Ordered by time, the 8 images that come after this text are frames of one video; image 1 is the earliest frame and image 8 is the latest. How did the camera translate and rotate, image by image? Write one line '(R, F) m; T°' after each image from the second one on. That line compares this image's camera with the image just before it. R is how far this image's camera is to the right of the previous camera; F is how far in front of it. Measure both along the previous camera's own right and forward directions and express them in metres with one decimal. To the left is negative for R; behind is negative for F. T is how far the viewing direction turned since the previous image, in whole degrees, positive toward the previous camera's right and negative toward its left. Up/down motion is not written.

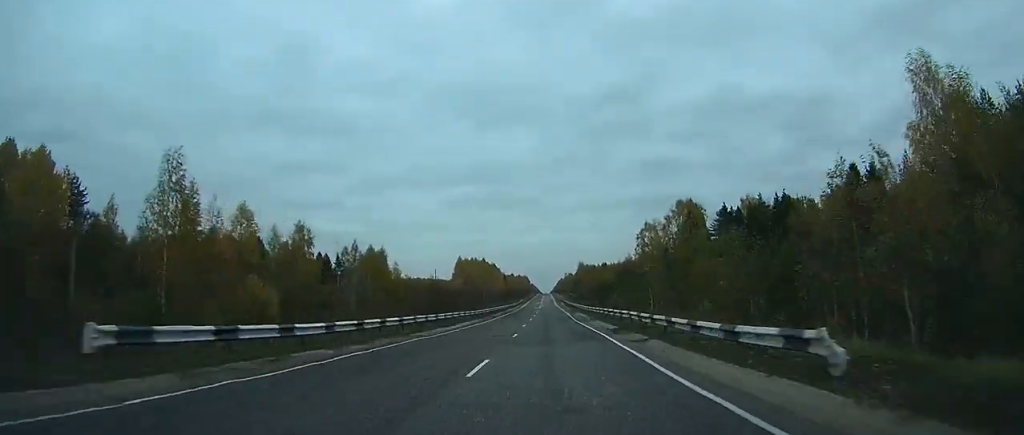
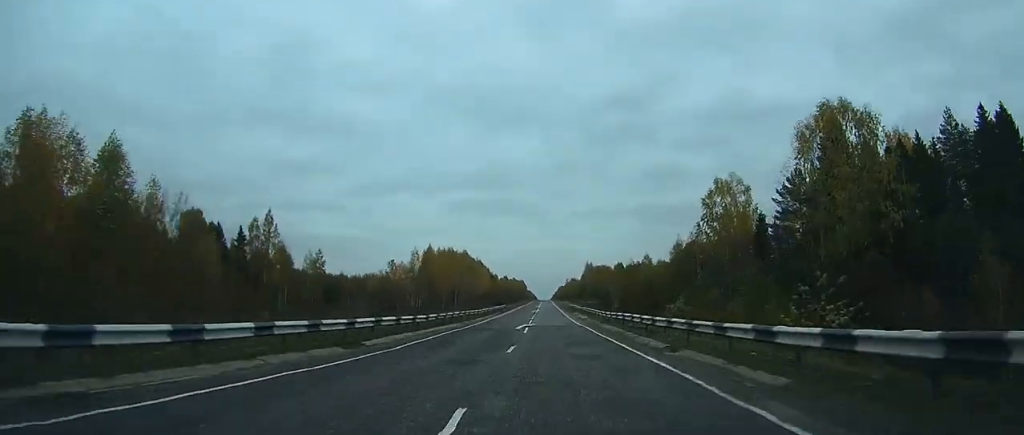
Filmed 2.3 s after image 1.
(-0.1, +64.3) m; 0°
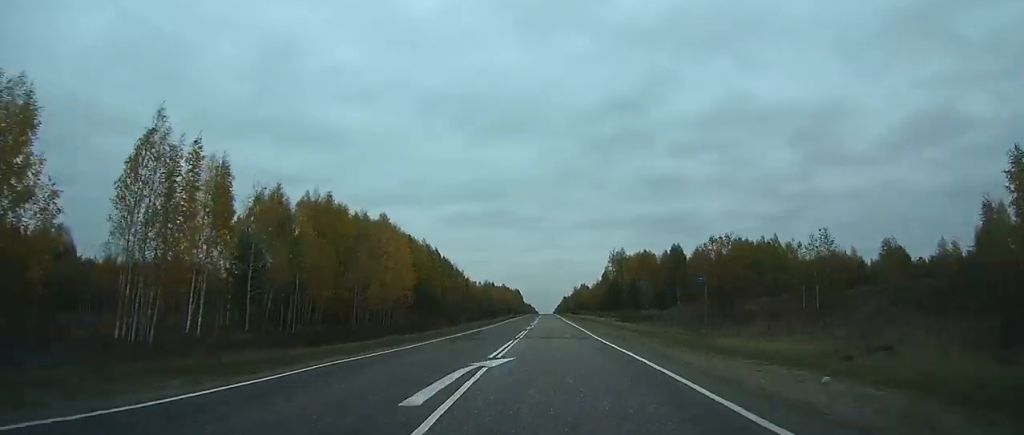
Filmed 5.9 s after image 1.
(+0.3, +107.6) m; 0°
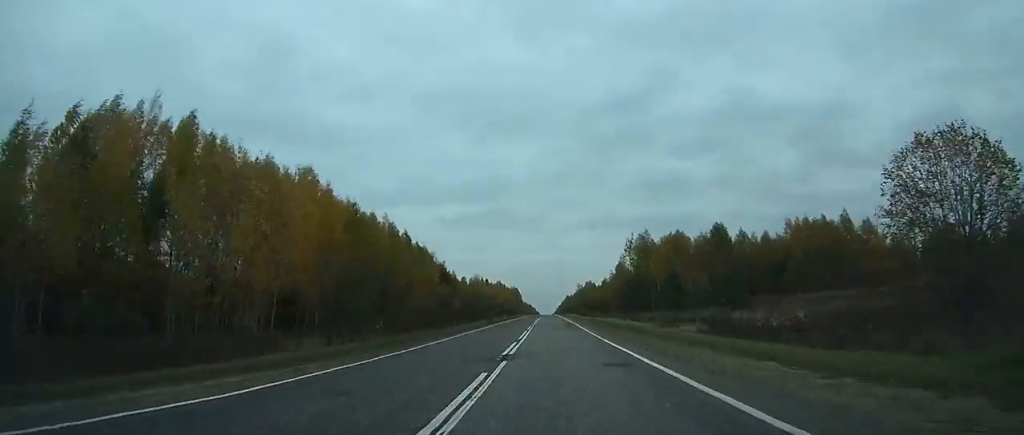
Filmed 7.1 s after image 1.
(0.0, +37.0) m; 0°
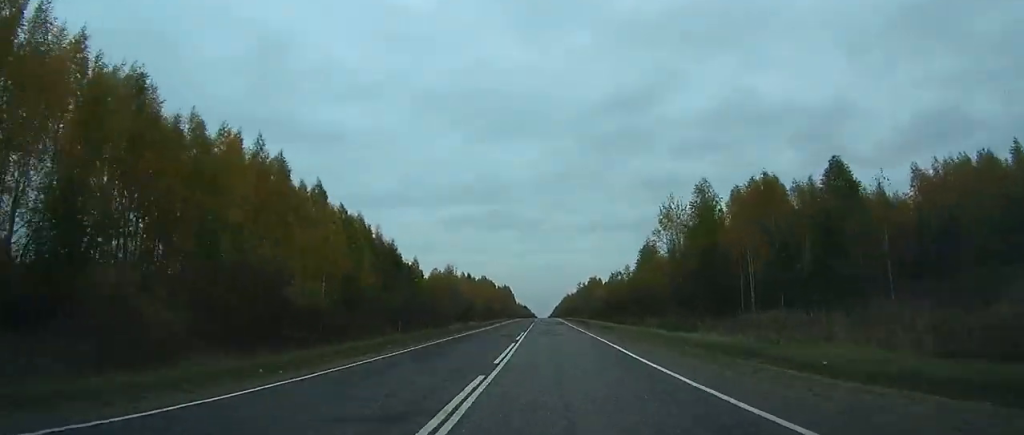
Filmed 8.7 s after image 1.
(0.0, +49.1) m; 0°
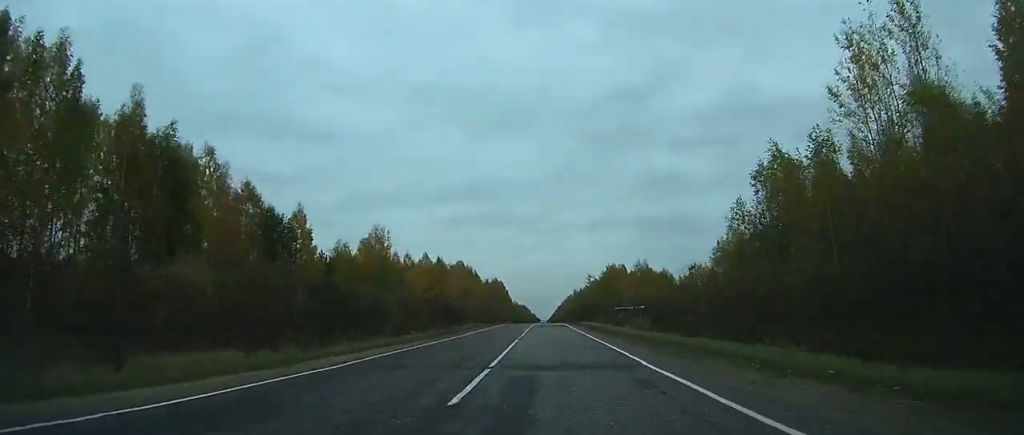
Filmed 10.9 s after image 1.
(+0.1, +63.2) m; 0°
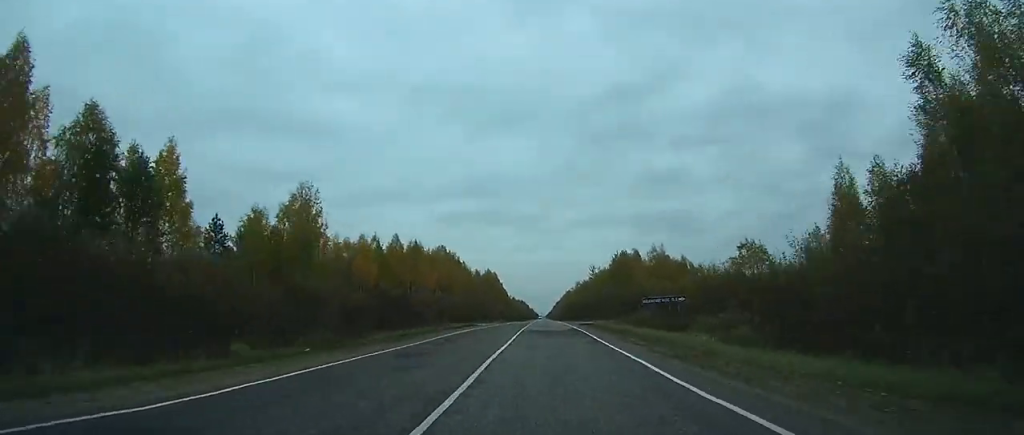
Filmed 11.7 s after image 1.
(0.0, +24.9) m; 0°
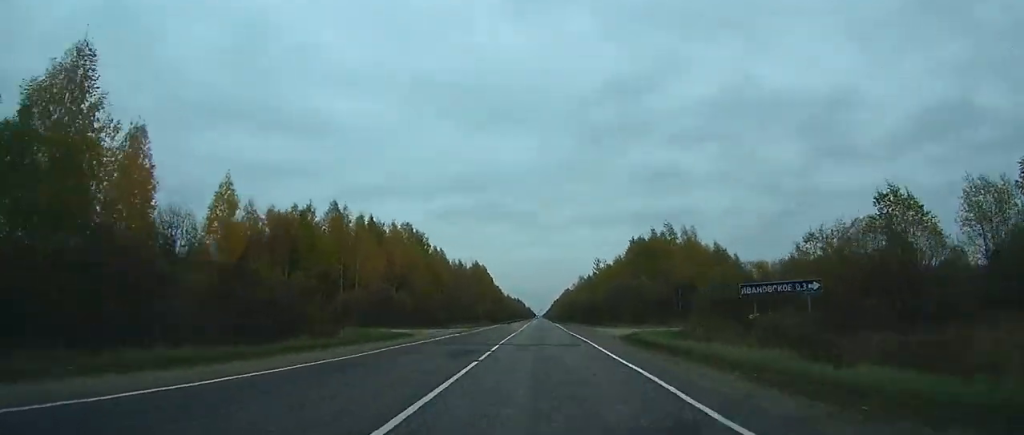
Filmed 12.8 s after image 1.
(0.0, +30.6) m; 0°
